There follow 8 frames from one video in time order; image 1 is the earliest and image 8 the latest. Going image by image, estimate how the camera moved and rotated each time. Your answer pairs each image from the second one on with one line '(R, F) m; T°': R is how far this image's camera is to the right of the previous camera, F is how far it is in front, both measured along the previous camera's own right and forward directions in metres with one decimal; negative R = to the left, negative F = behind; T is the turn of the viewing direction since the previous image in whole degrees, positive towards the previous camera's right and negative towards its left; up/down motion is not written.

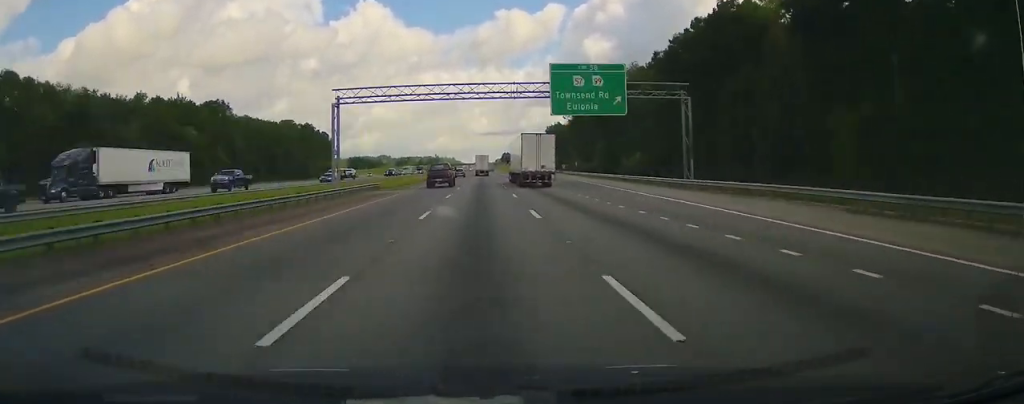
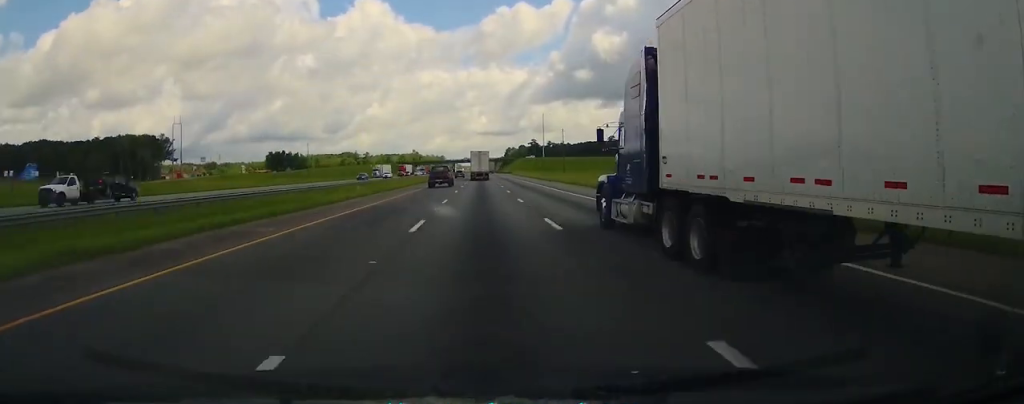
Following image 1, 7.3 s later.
(+0.9, +249.1) m; 0°
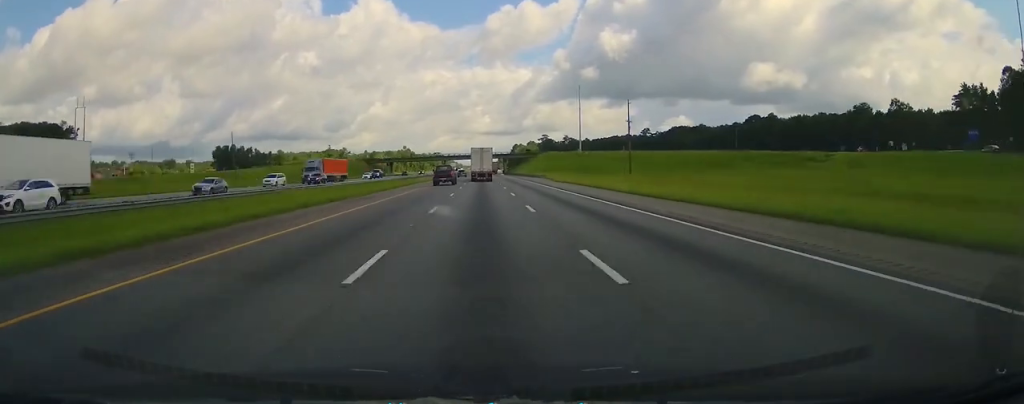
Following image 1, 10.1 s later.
(-0.2, +93.5) m; 0°
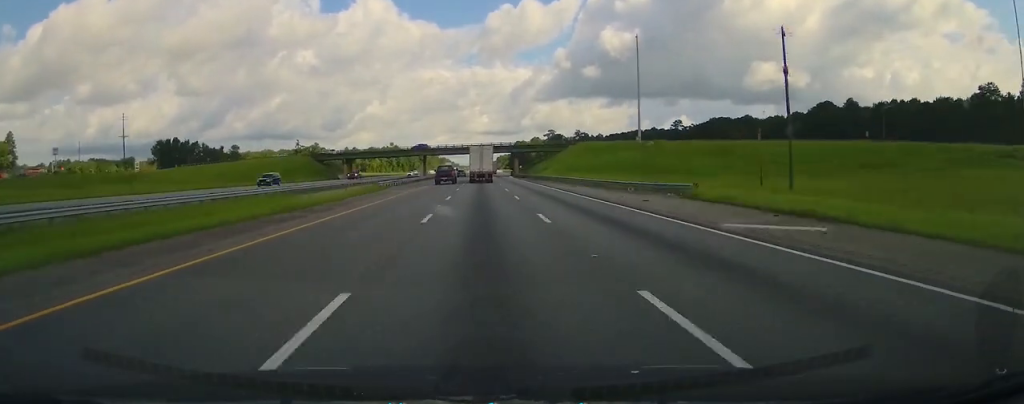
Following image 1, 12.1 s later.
(-0.3, +66.6) m; 0°
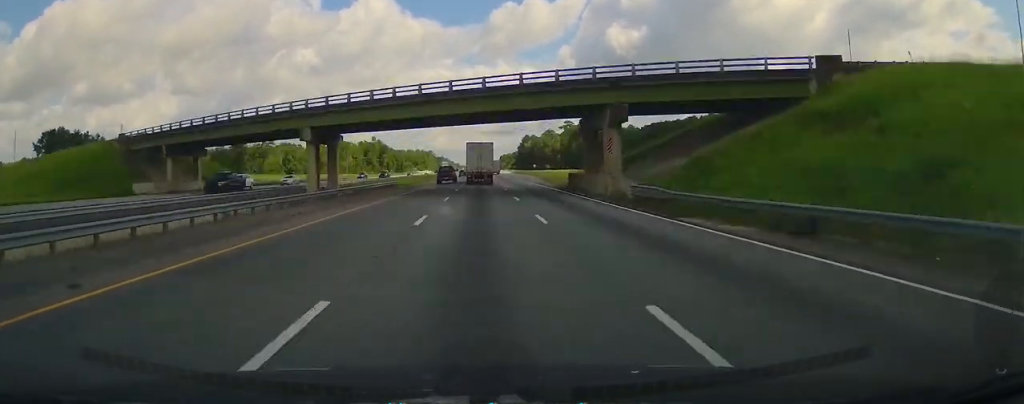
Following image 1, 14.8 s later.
(0.0, +88.5) m; 0°
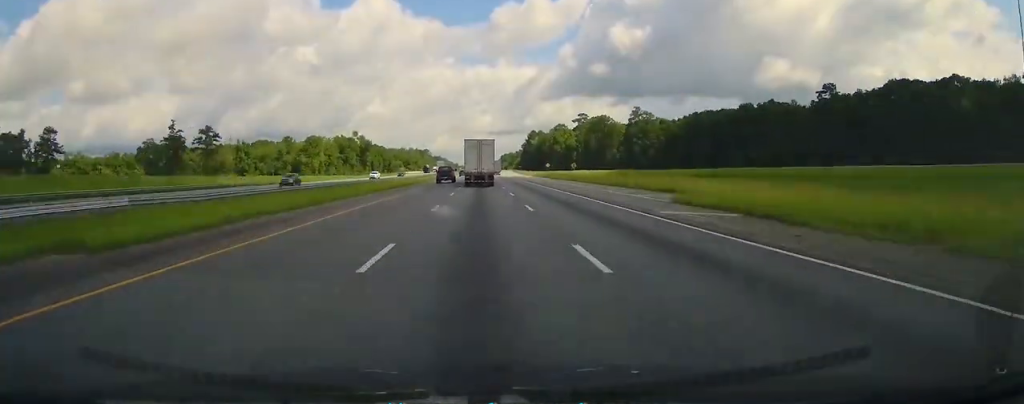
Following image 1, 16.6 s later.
(+0.1, +57.6) m; 0°
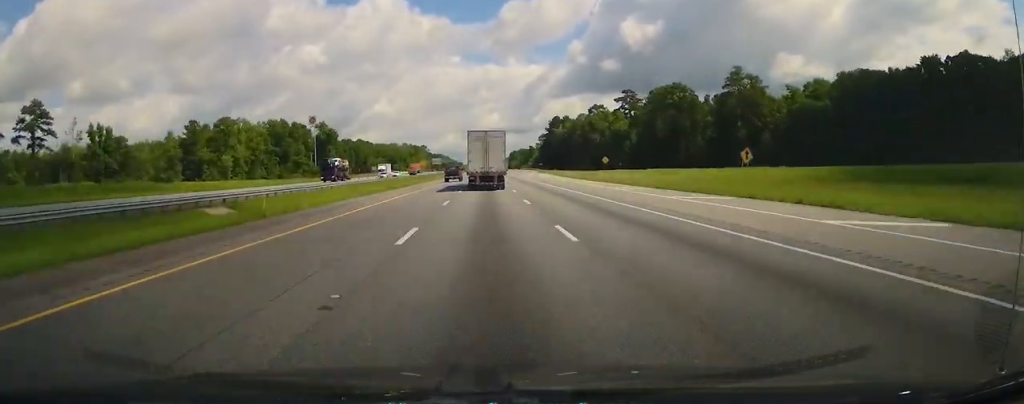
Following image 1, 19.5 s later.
(-0.3, +97.2) m; 0°
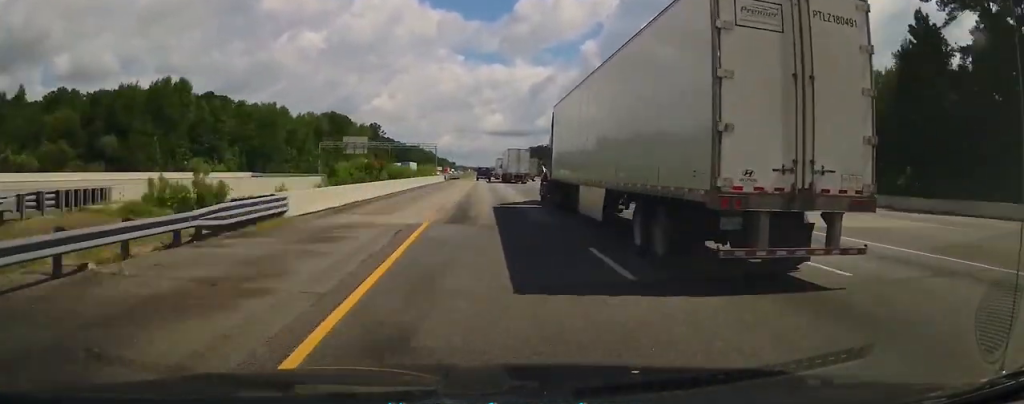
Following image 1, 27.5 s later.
(+0.4, +266.4) m; +1°
